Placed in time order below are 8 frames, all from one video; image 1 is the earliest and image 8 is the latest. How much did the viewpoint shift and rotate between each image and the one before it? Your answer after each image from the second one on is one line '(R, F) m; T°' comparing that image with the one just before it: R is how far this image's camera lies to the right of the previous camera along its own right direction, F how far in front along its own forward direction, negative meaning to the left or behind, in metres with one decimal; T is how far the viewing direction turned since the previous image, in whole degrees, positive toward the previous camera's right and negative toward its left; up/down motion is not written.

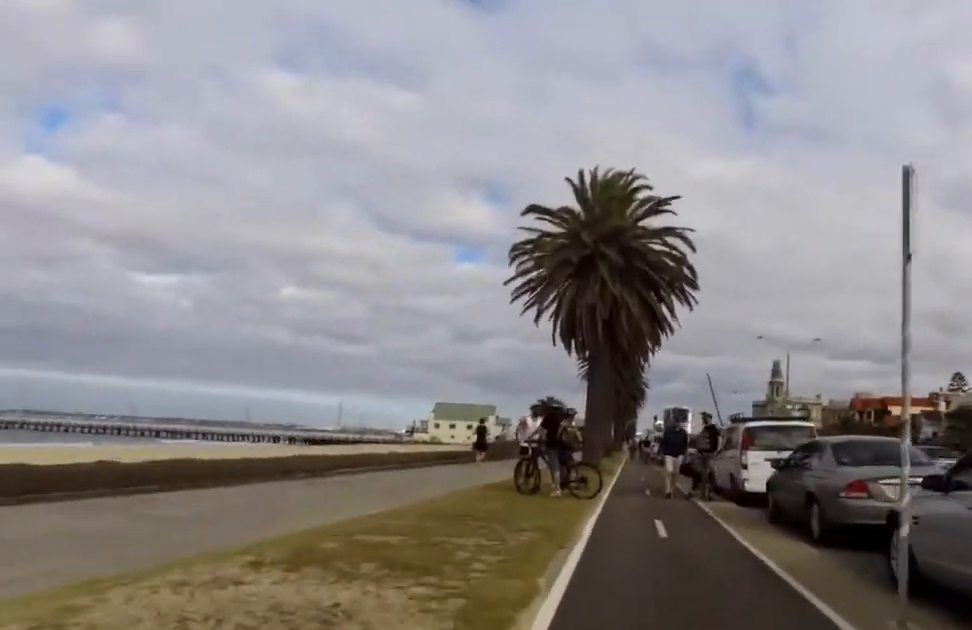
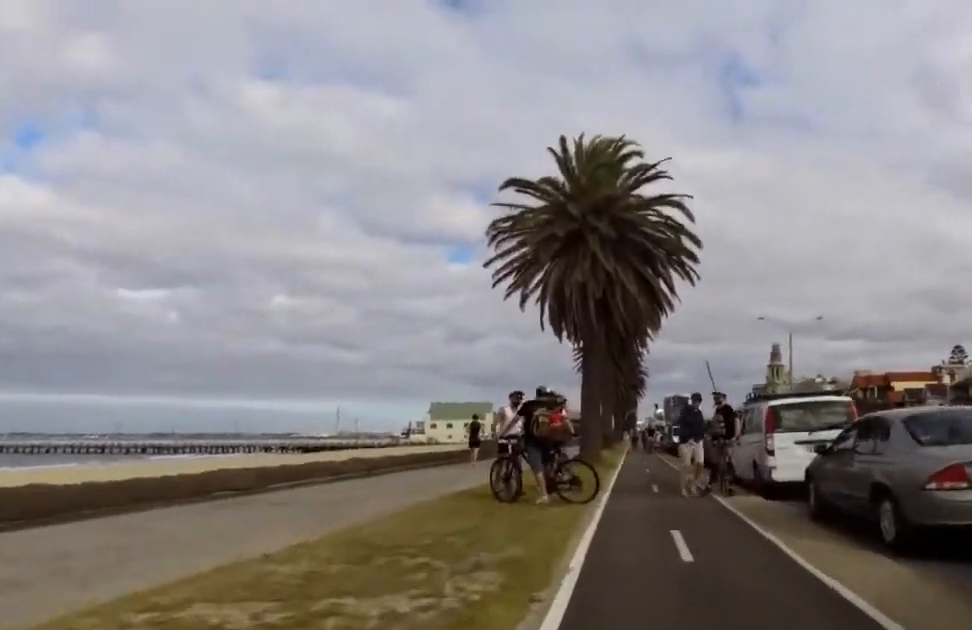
(0.0, +2.8) m; -1°
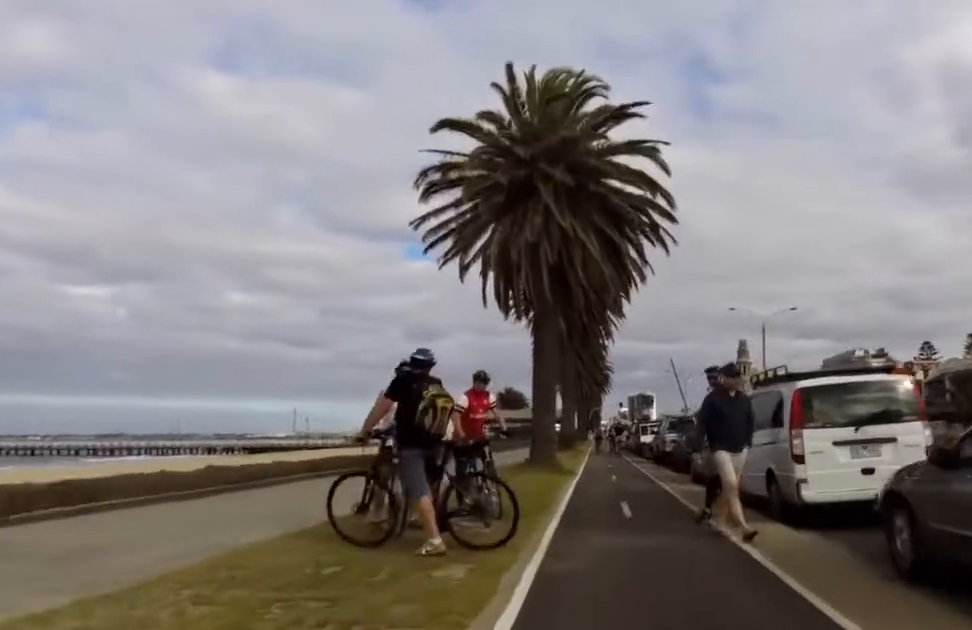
(0.0, +4.5) m; -1°
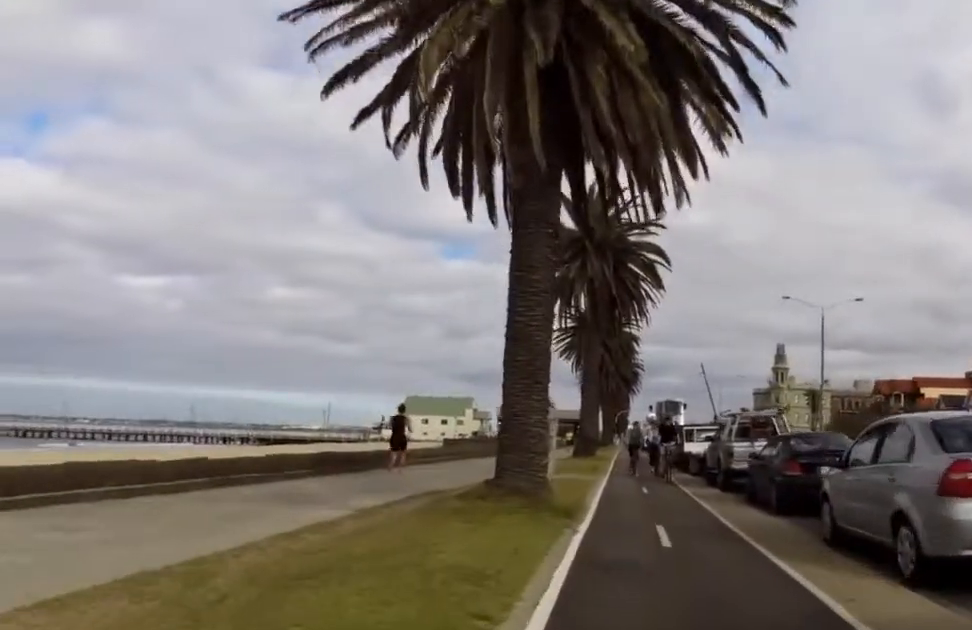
(0.0, +10.0) m; 0°
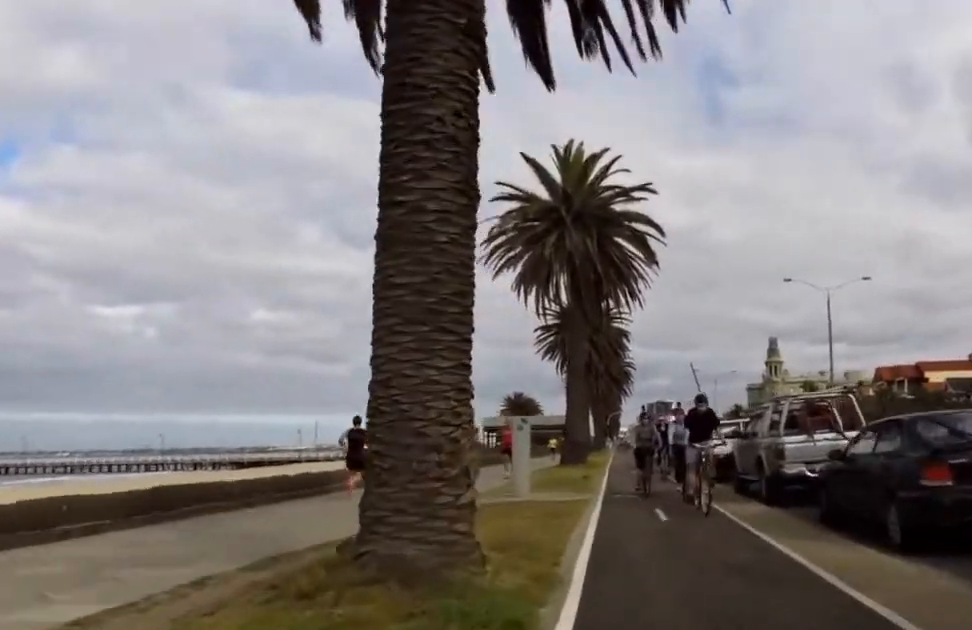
(0.0, +5.5) m; 0°
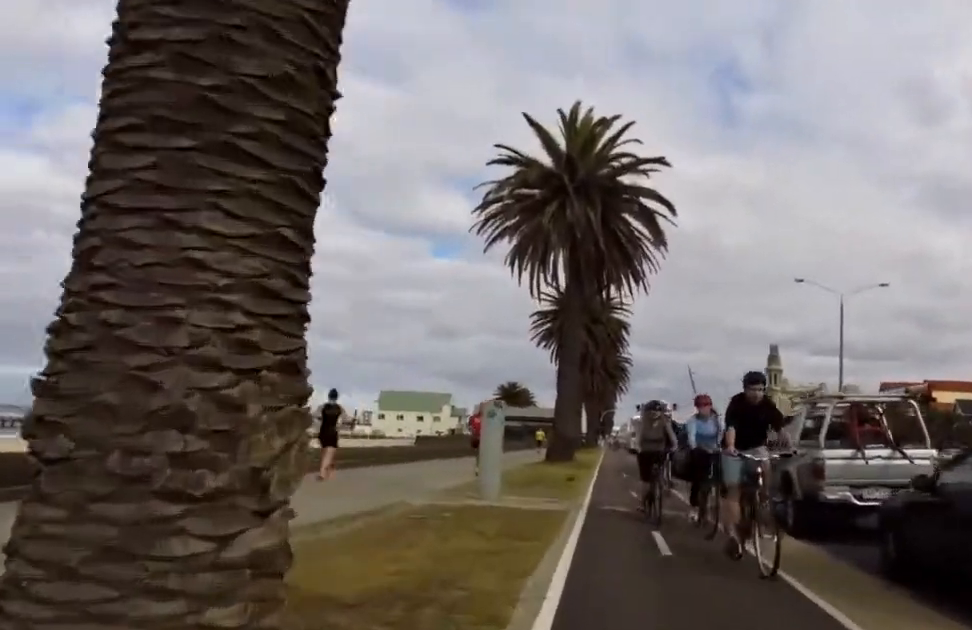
(0.0, +2.7) m; 0°
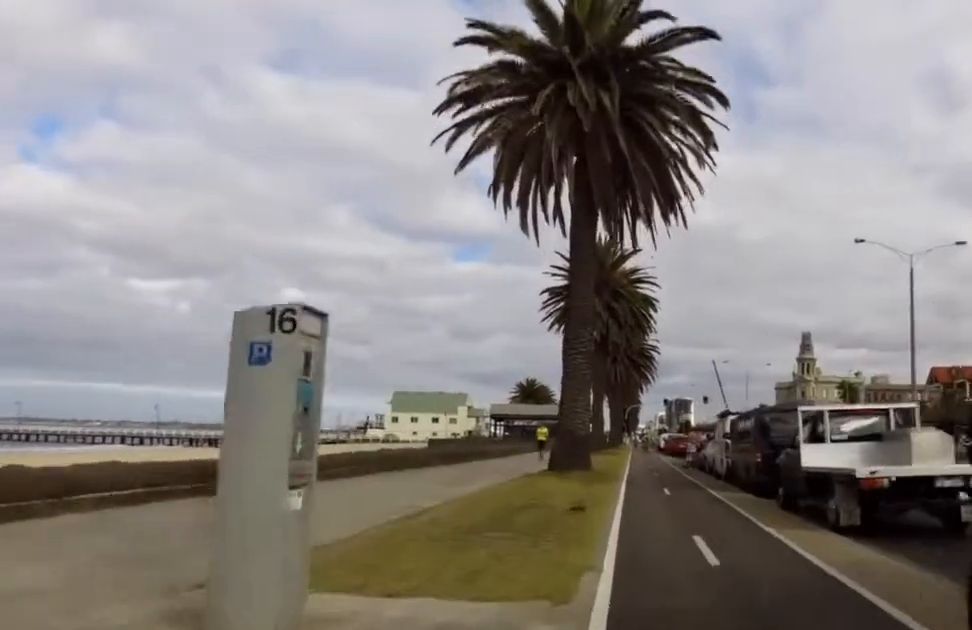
(0.0, +8.3) m; 0°
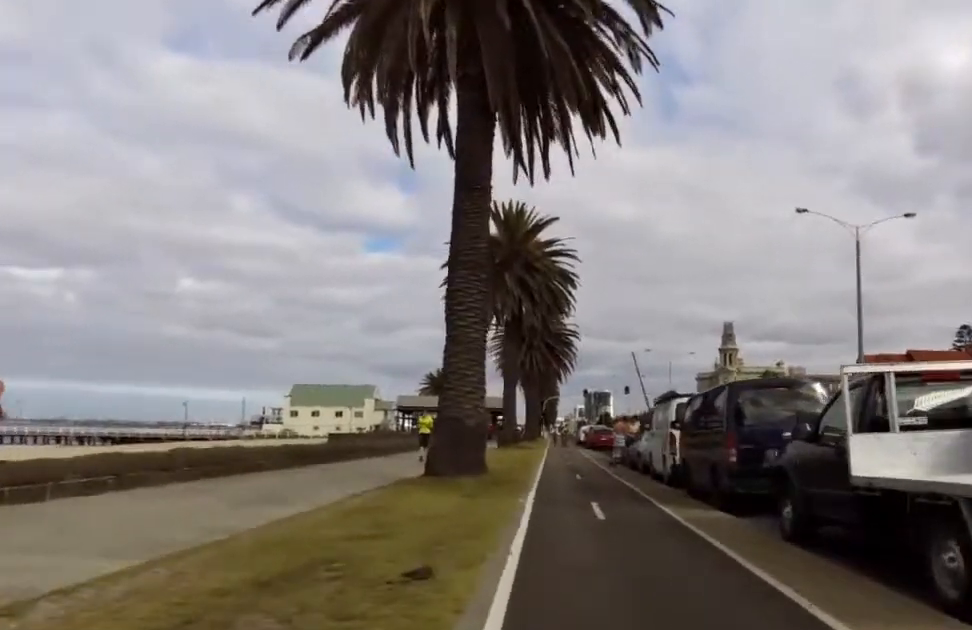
(0.0, +5.2) m; -2°
